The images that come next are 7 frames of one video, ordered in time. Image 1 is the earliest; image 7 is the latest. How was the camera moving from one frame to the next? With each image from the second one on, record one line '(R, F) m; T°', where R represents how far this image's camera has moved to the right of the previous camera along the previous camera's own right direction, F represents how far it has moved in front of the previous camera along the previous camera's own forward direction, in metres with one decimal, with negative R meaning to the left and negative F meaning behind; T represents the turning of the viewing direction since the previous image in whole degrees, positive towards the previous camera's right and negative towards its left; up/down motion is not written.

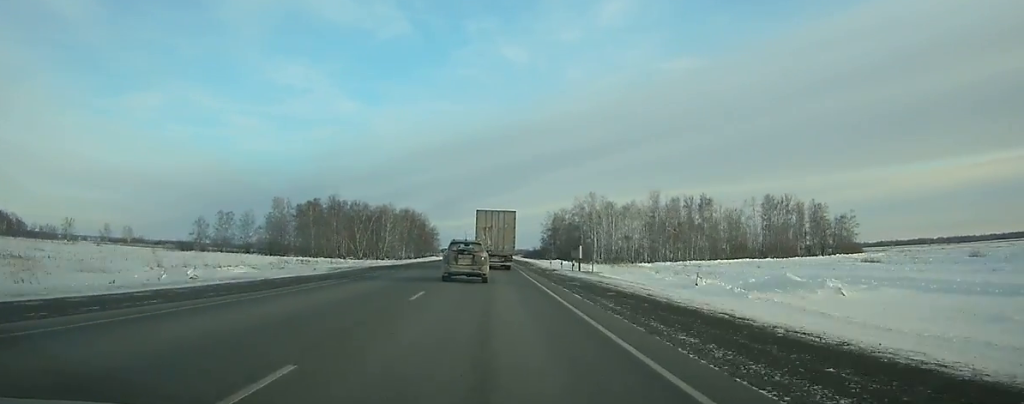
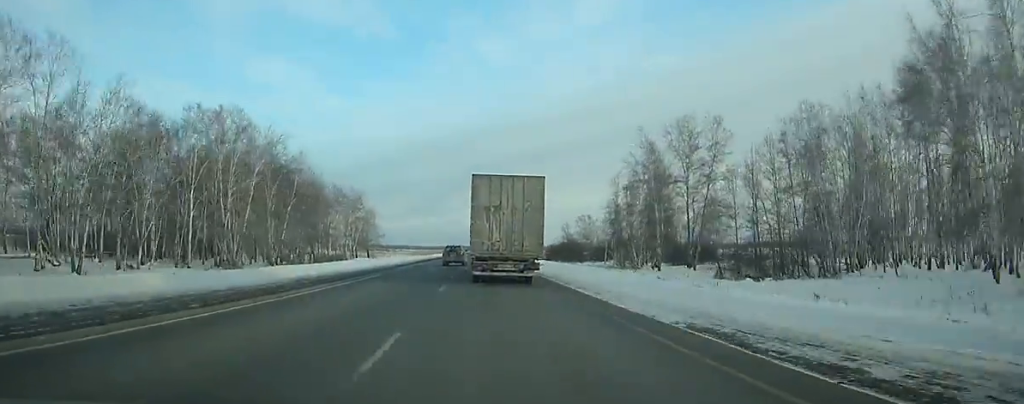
(-0.1, +159.8) m; 0°
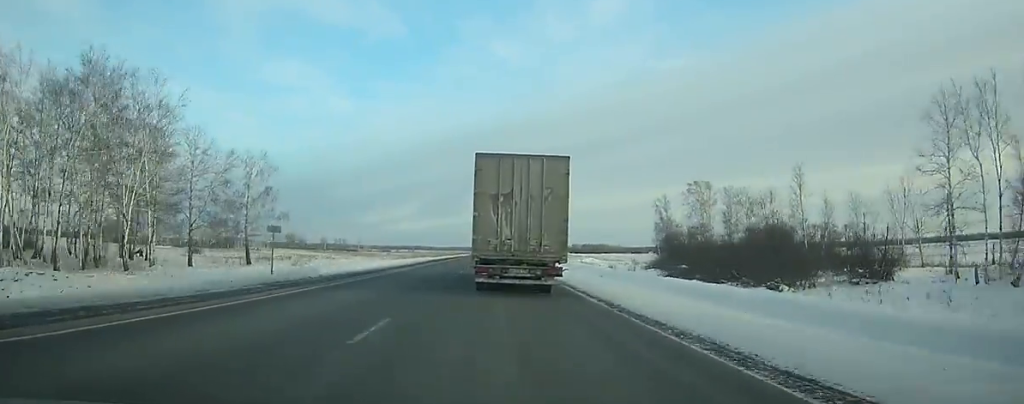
(+0.4, +106.9) m; 0°
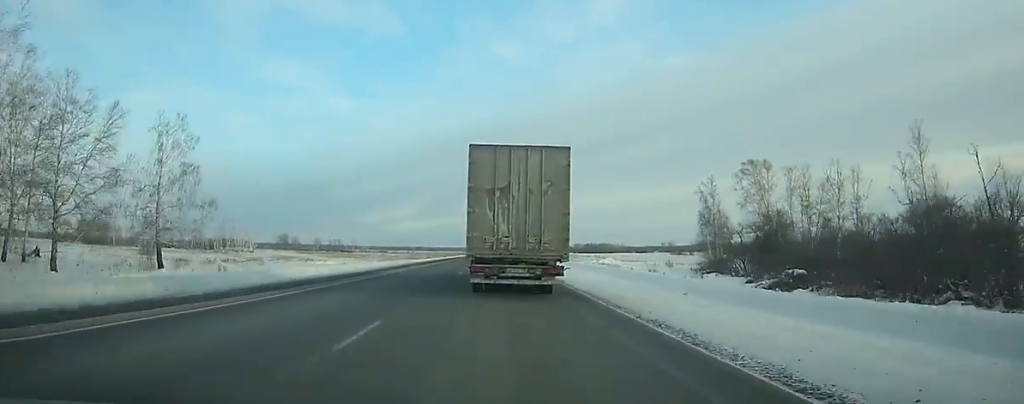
(0.0, +24.5) m; 0°
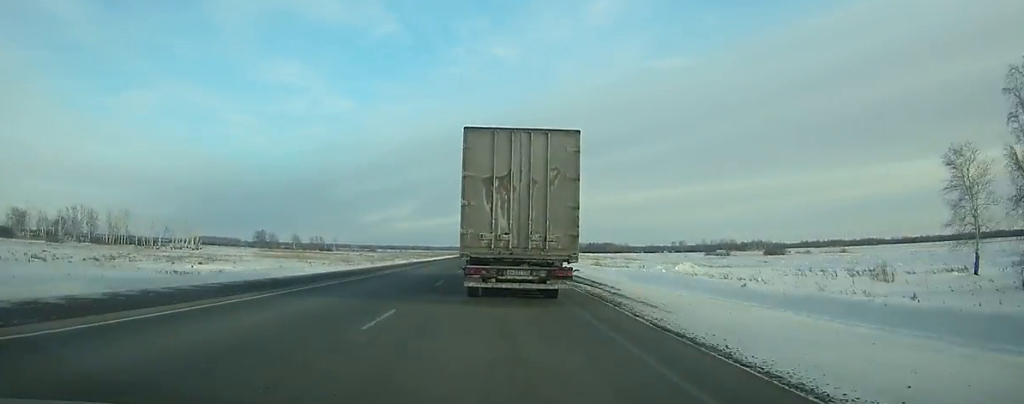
(-0.2, +60.0) m; -1°
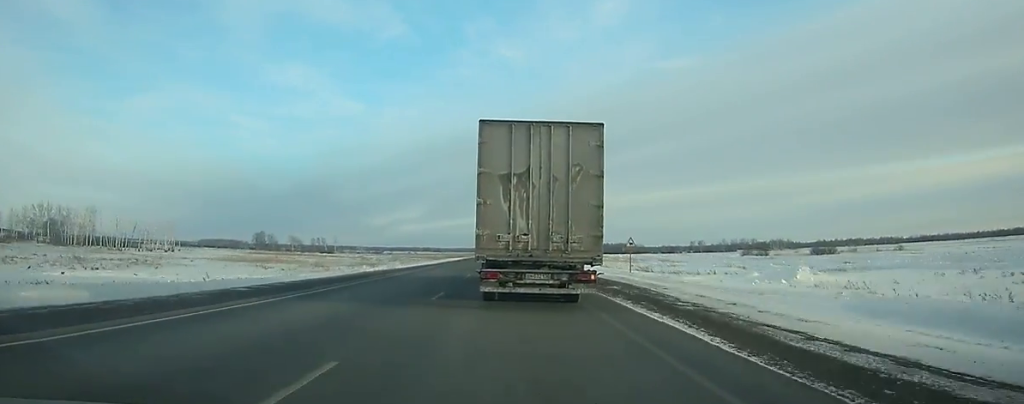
(0.0, +31.9) m; -1°
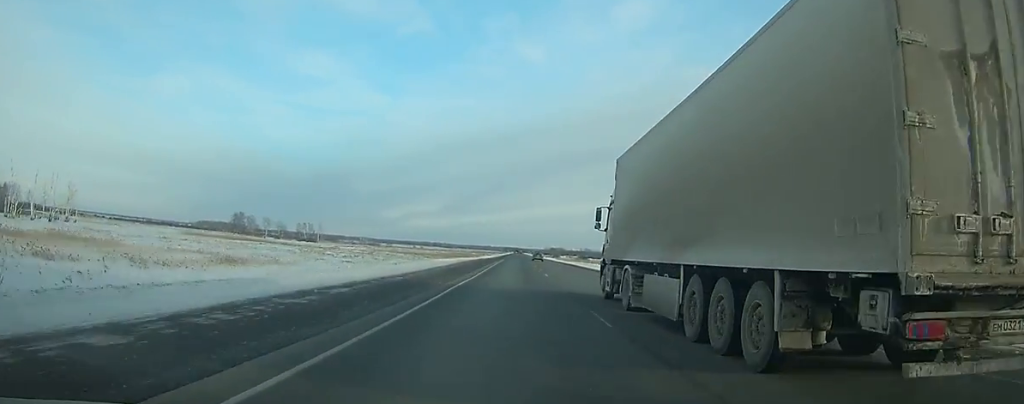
(-1.1, +79.3) m; 0°
